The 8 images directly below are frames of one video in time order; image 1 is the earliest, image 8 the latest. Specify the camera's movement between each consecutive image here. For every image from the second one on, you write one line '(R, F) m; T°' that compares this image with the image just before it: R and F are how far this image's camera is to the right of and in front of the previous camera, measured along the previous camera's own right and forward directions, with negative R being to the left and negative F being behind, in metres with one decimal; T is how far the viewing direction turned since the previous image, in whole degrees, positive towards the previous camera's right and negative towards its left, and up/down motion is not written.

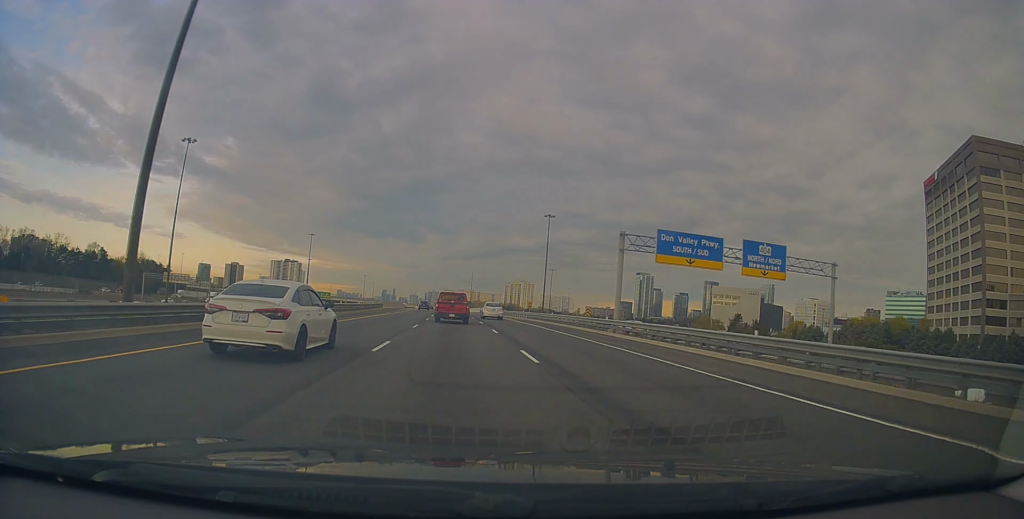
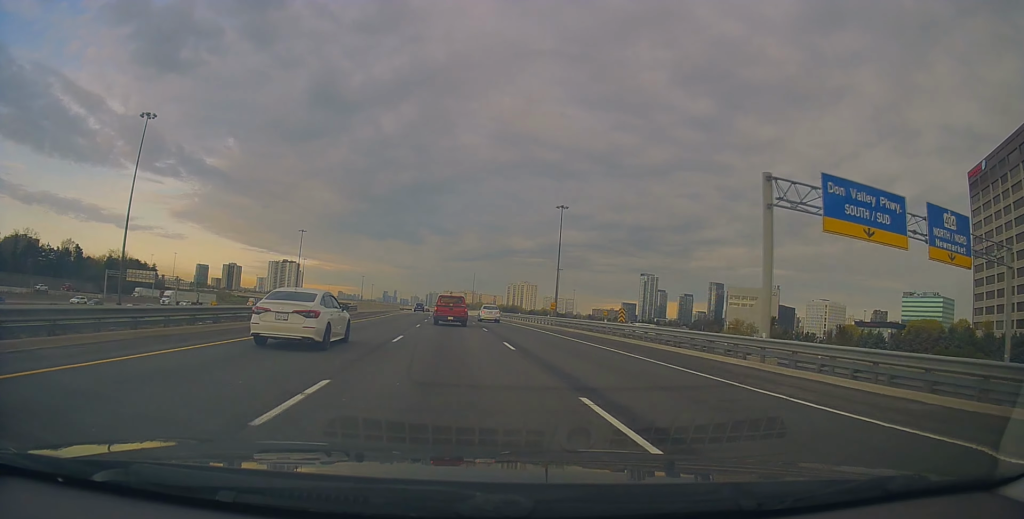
(+0.3, +19.7) m; +1°
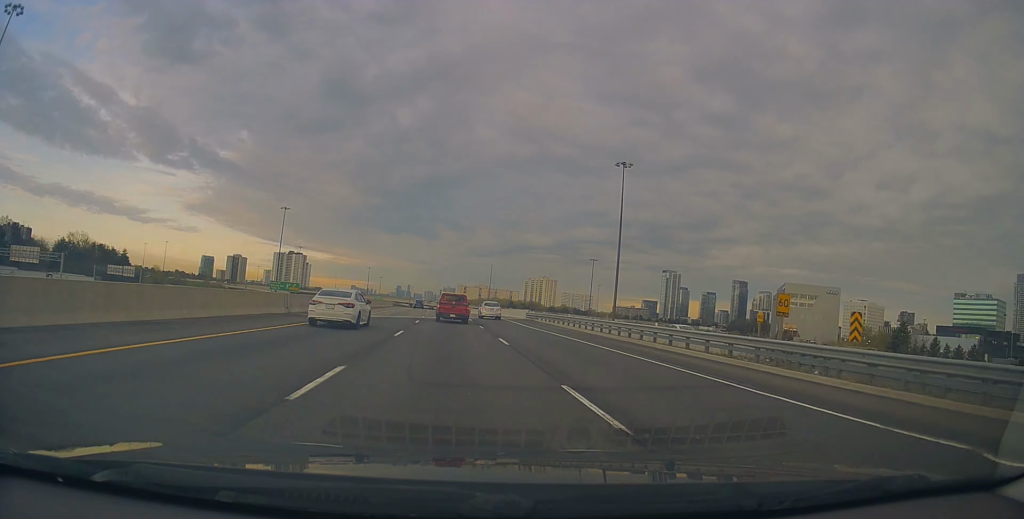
(-0.9, +47.8) m; -2°
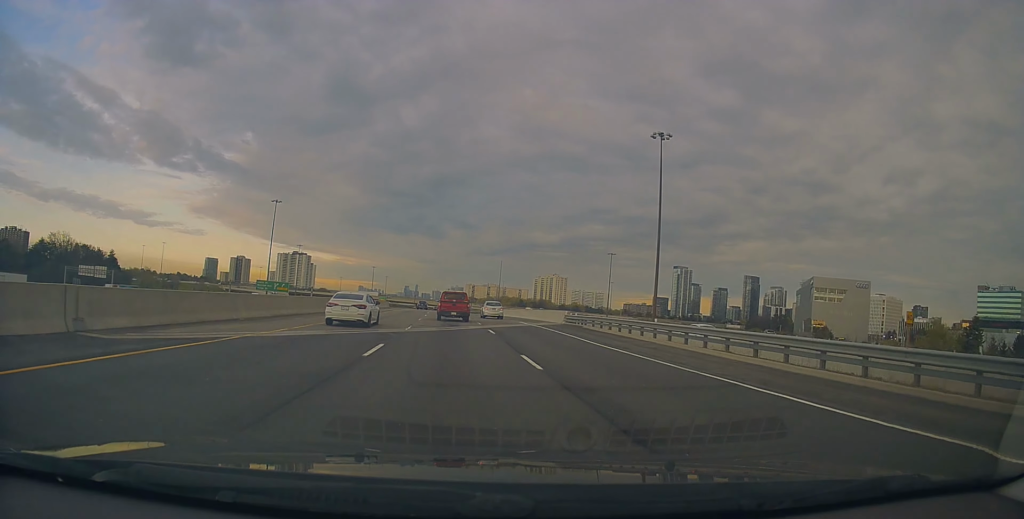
(-0.1, +18.2) m; -1°
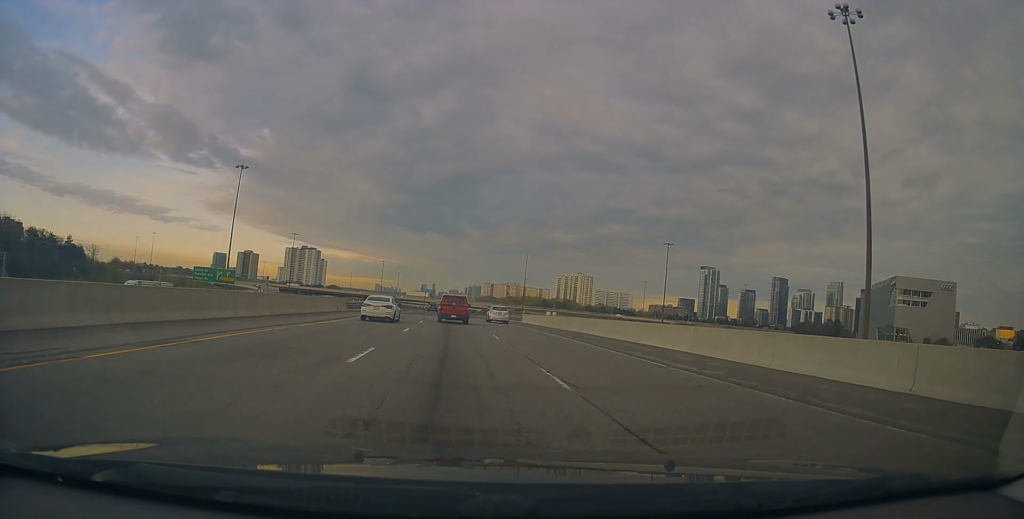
(-0.5, +49.3) m; -1°
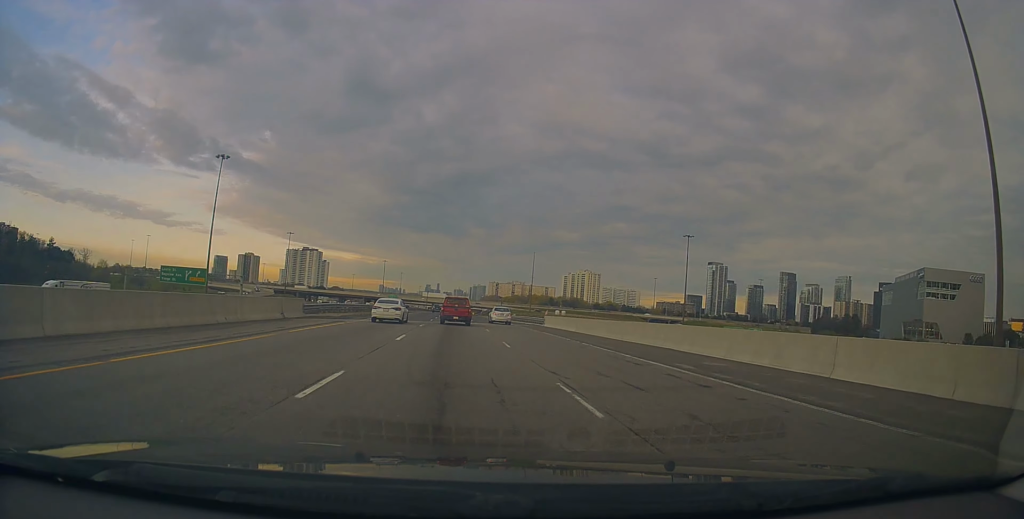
(+0.3, +14.6) m; 0°
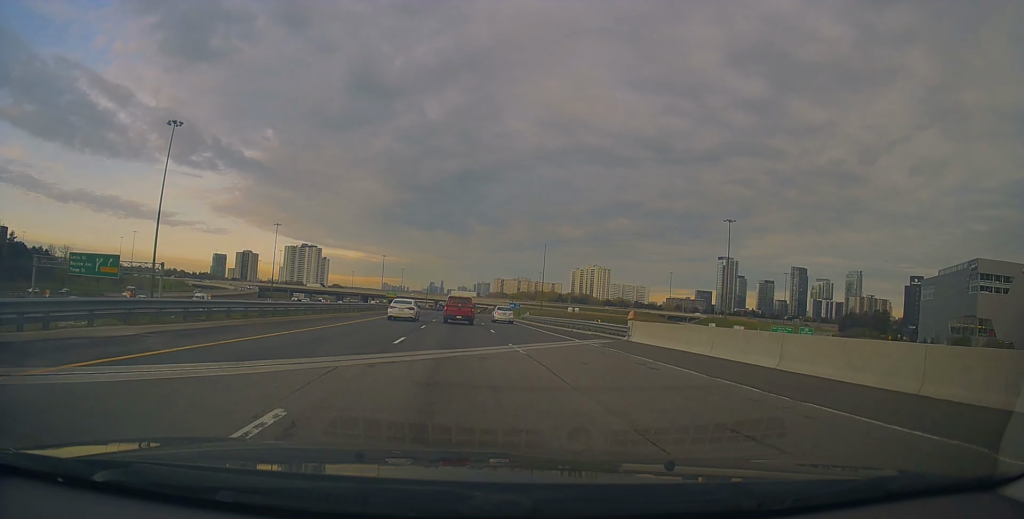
(-0.5, +27.4) m; -1°
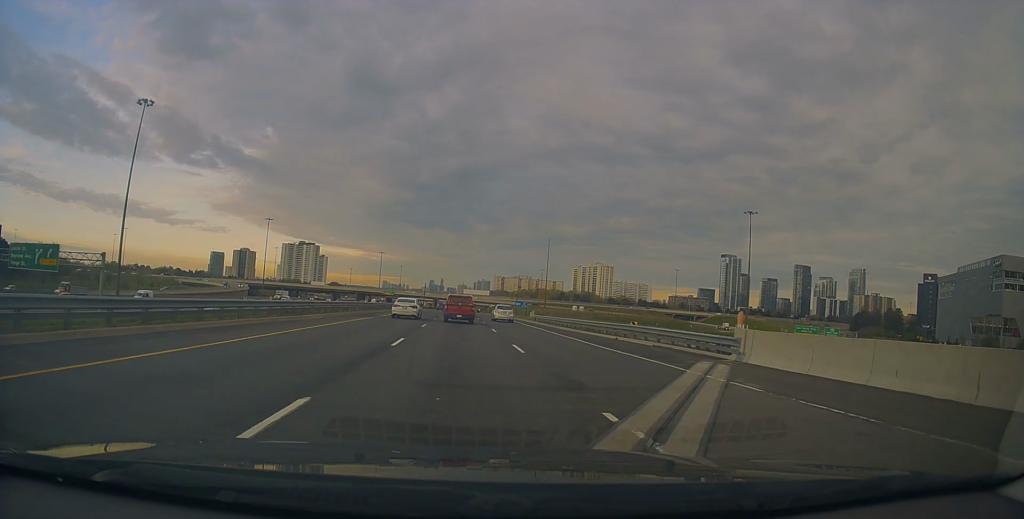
(0.0, +12.8) m; -1°
